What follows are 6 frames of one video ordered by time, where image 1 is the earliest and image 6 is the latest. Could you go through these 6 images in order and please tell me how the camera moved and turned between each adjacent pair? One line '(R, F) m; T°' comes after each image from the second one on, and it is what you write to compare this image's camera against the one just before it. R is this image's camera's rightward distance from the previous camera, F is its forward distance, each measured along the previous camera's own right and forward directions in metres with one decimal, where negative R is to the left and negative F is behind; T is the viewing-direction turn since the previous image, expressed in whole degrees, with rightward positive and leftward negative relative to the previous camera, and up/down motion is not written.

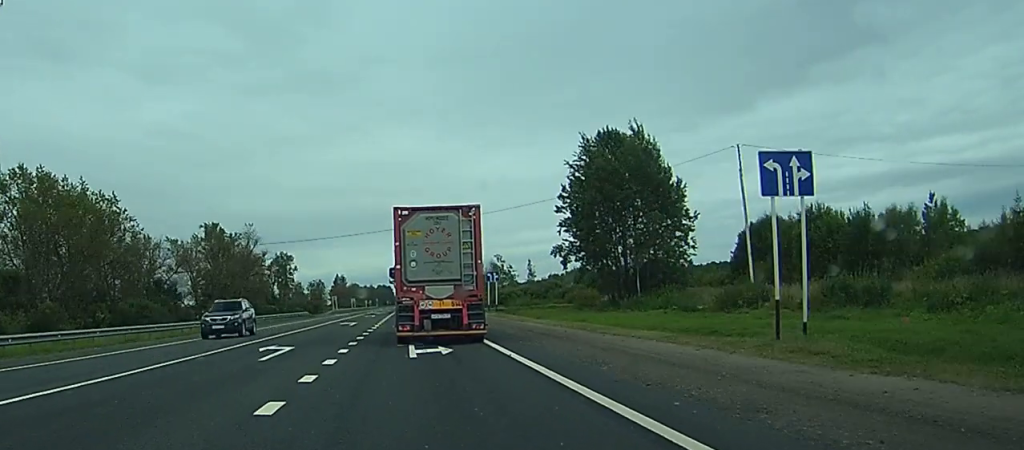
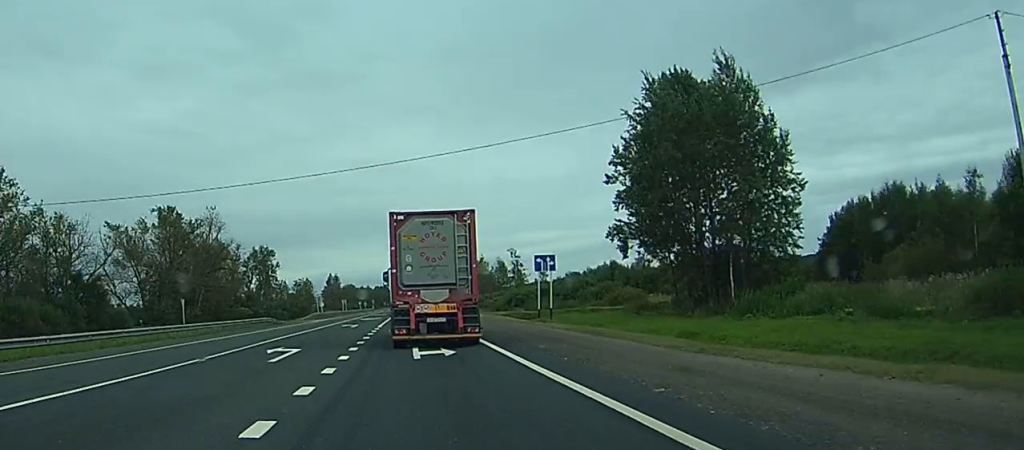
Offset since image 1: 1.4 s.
(0.0, +29.3) m; 0°
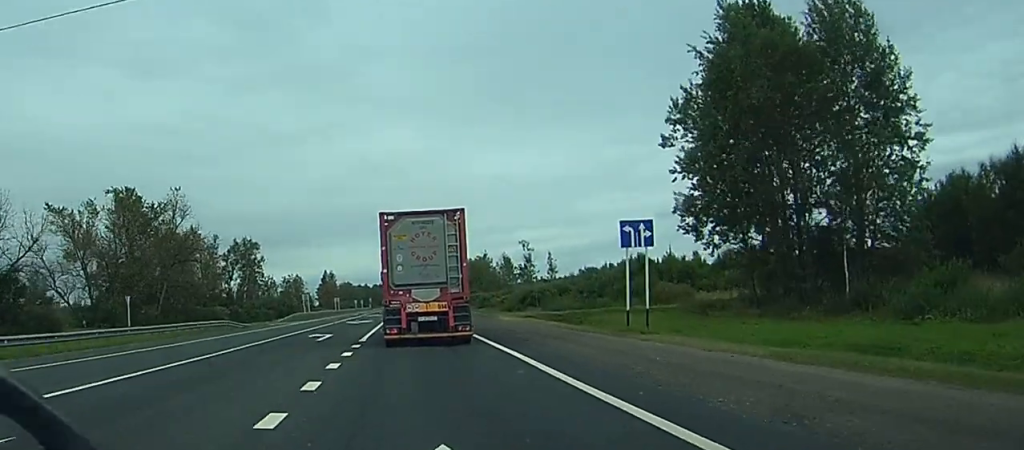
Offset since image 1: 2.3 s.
(0.0, +19.2) m; 0°
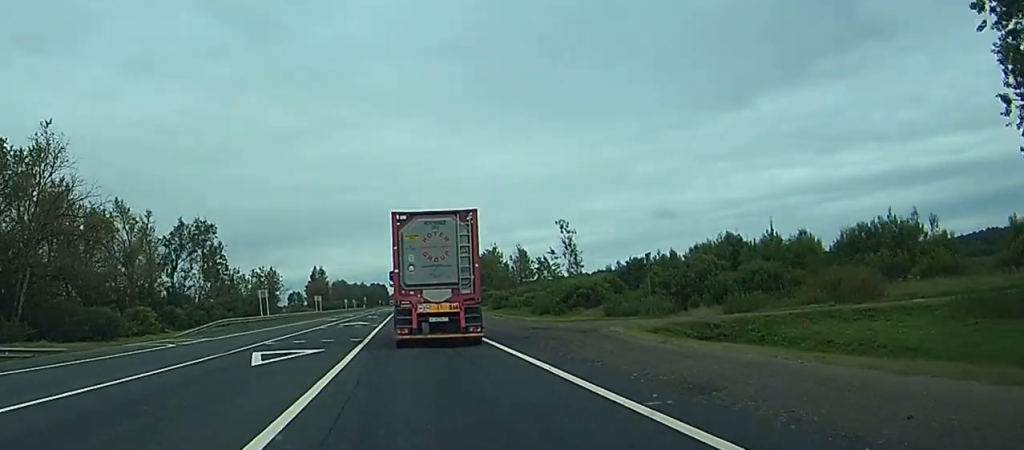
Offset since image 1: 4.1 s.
(-0.2, +38.6) m; 0°
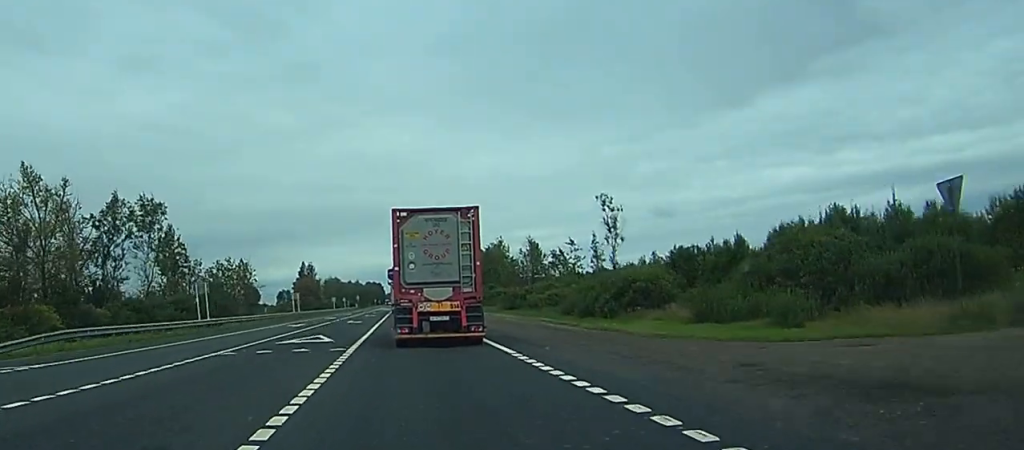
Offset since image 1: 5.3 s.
(+0.1, +27.0) m; 0°
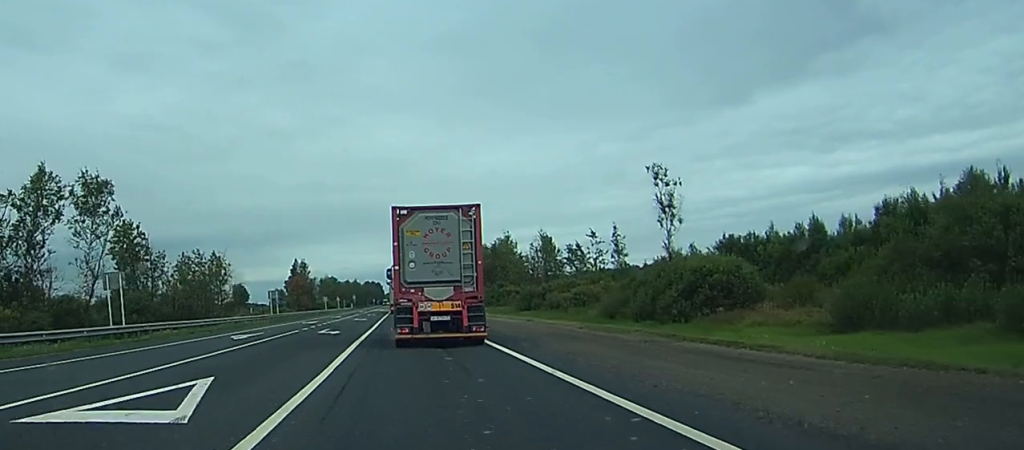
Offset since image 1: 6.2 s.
(+0.1, +19.9) m; 0°
